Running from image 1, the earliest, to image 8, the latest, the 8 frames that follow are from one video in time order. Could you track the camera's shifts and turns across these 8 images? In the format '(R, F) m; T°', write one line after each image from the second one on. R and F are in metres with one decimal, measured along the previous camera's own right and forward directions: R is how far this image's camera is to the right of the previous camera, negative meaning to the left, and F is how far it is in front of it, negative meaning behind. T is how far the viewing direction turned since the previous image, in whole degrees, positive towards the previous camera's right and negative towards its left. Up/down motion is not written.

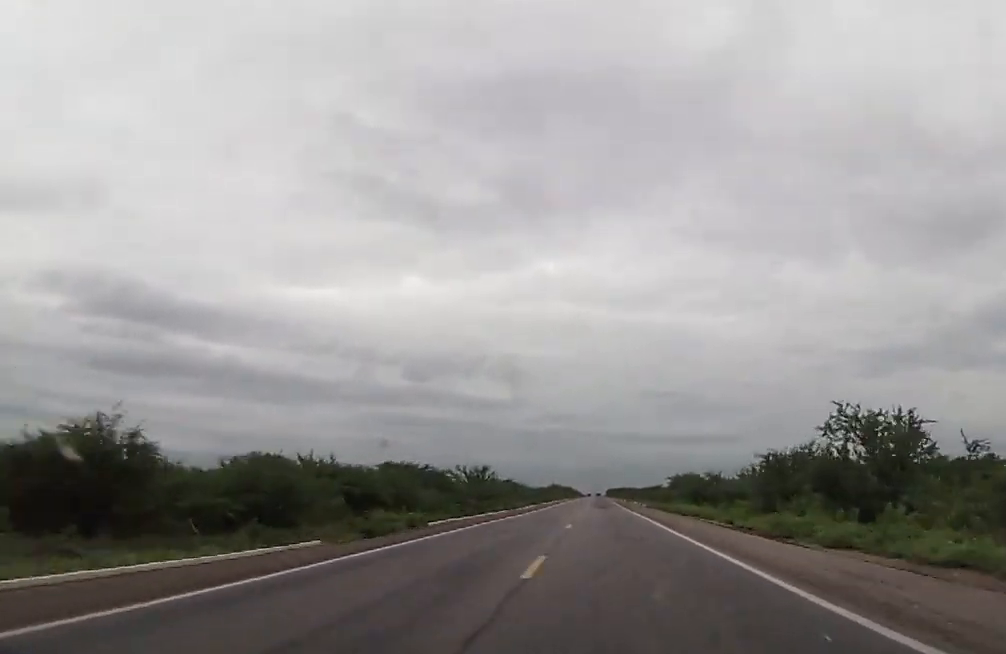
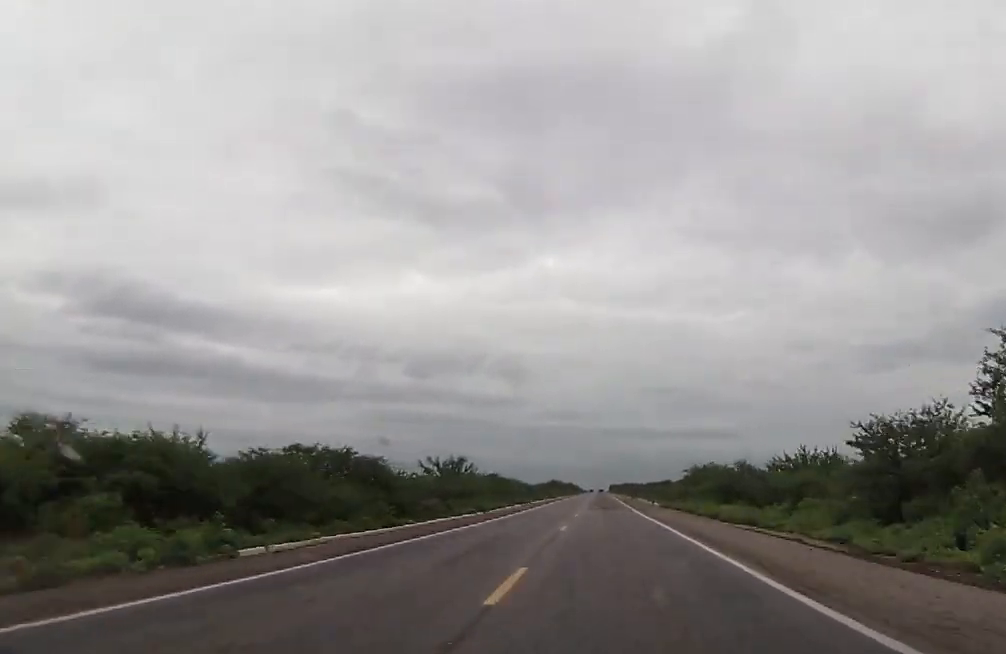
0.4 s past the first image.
(0.0, +18.7) m; 0°
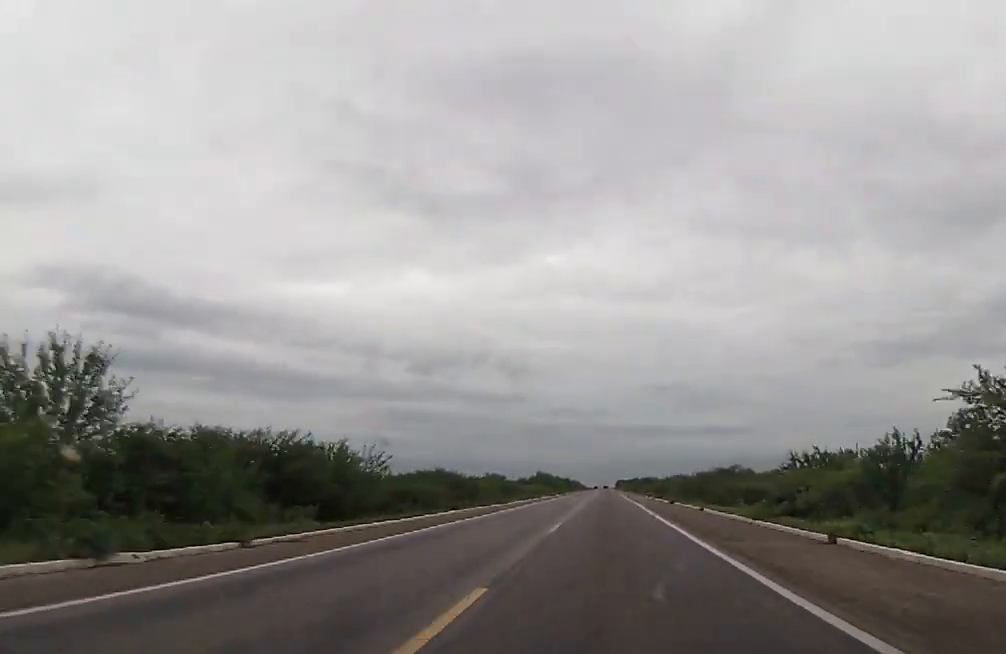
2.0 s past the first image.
(-0.2, +66.2) m; -1°
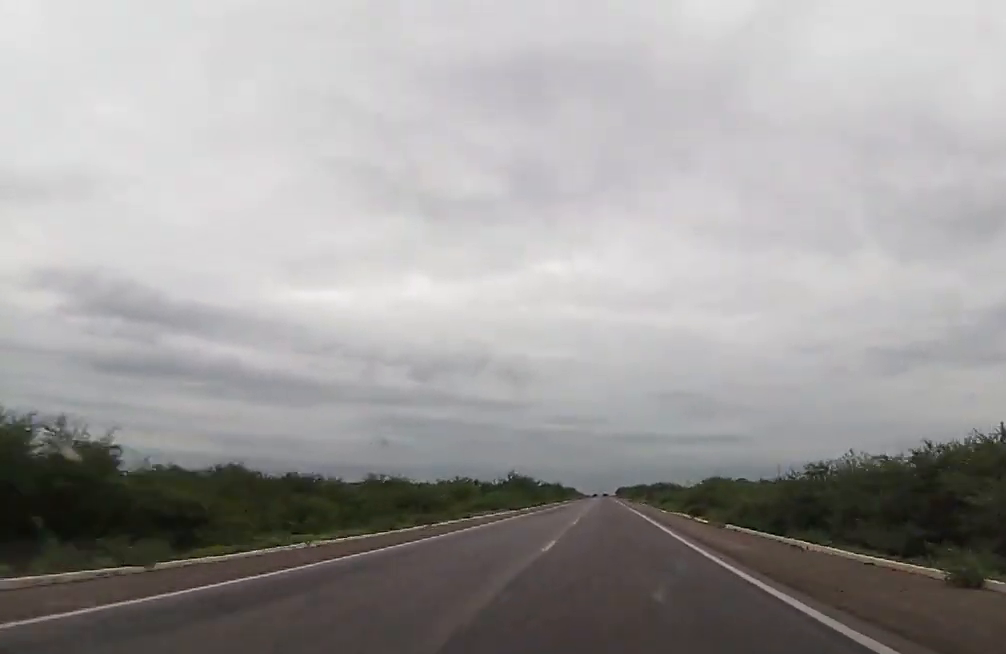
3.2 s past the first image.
(-0.5, +51.6) m; 0°
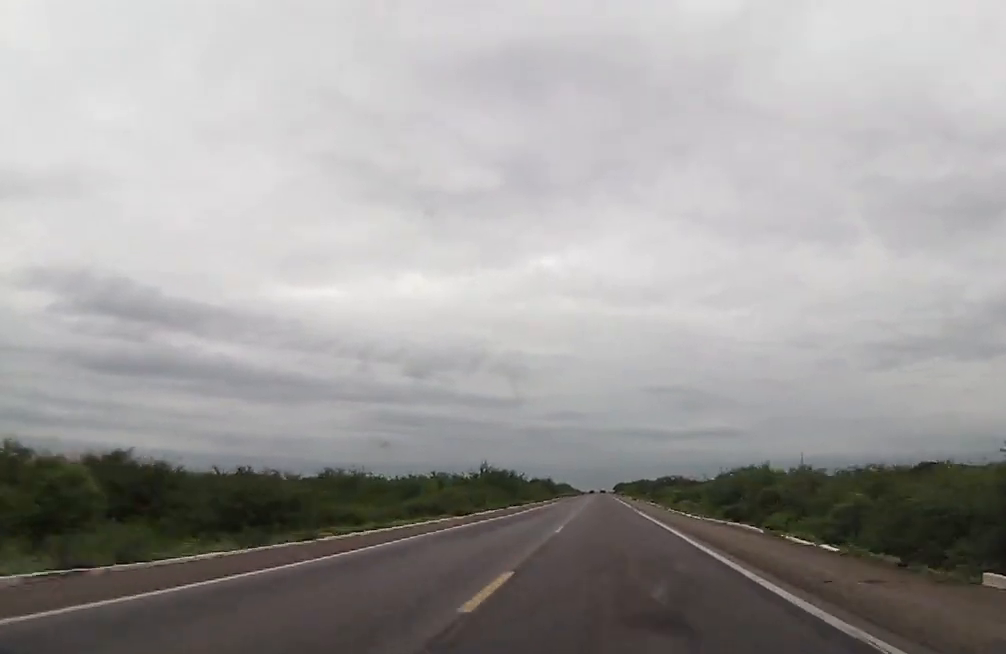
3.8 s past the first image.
(-0.1, +25.7) m; 0°
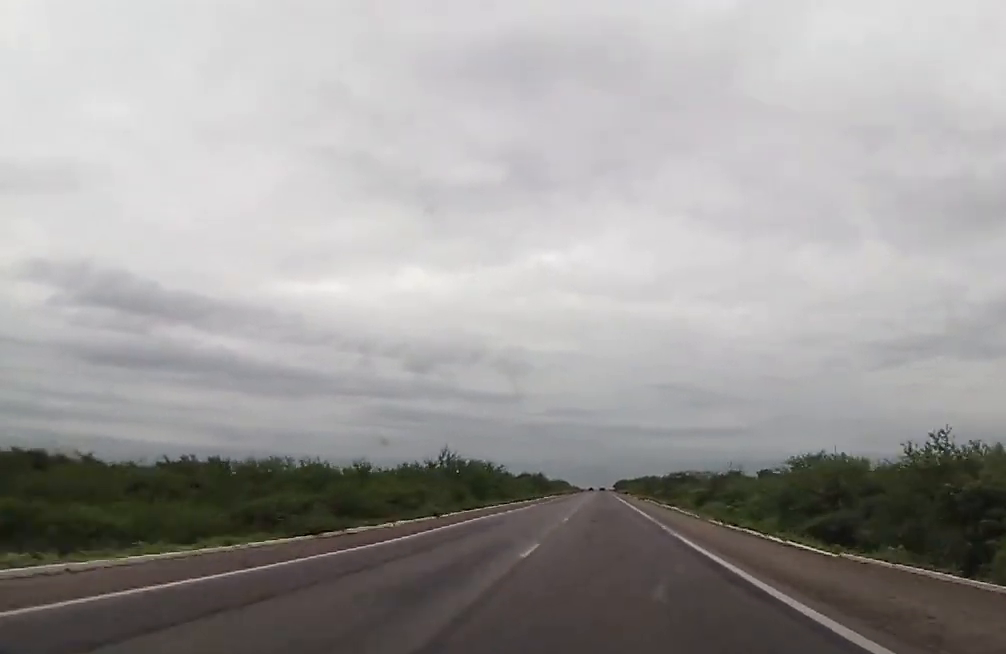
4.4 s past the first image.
(+0.1, +25.4) m; 0°
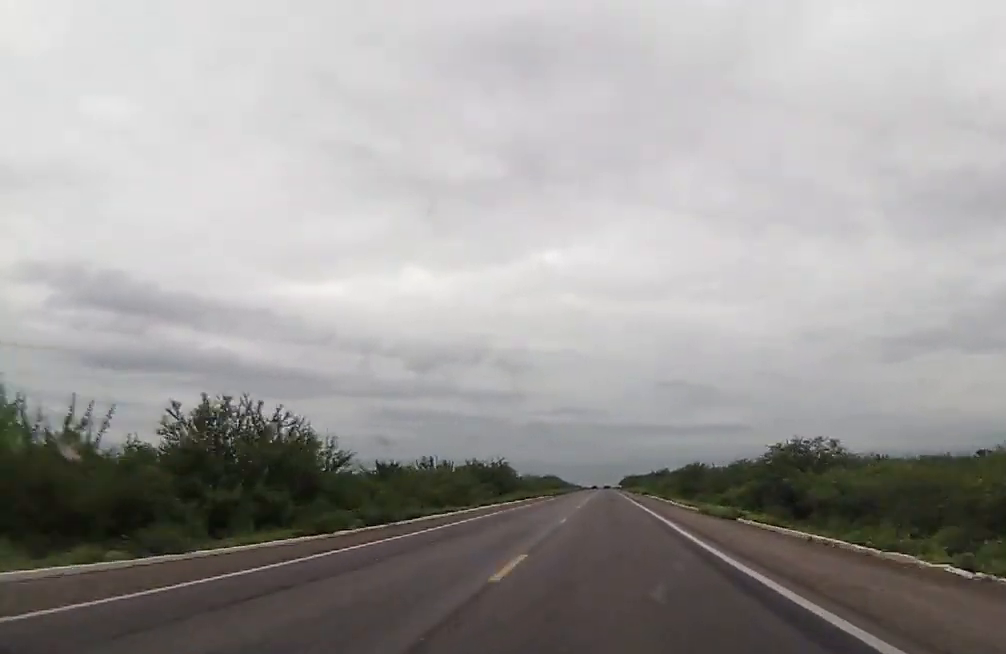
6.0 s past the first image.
(+0.2, +68.2) m; 0°
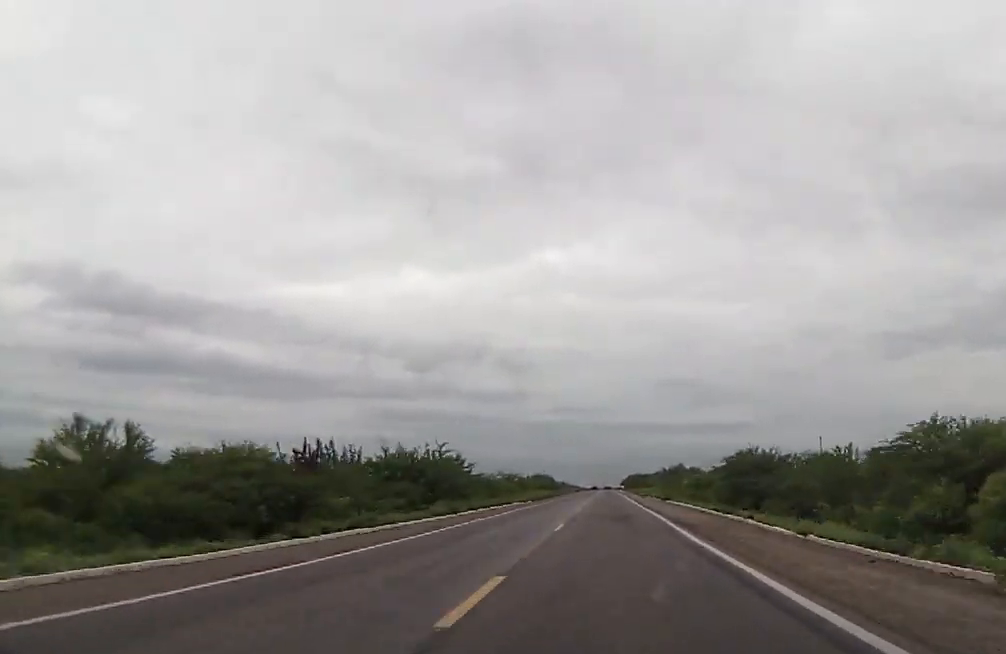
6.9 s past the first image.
(+0.1, +35.5) m; 0°
